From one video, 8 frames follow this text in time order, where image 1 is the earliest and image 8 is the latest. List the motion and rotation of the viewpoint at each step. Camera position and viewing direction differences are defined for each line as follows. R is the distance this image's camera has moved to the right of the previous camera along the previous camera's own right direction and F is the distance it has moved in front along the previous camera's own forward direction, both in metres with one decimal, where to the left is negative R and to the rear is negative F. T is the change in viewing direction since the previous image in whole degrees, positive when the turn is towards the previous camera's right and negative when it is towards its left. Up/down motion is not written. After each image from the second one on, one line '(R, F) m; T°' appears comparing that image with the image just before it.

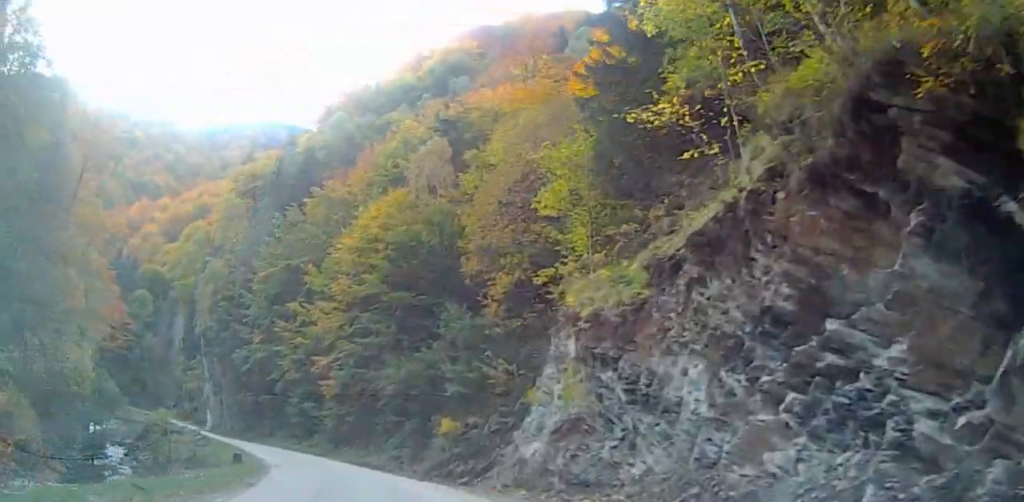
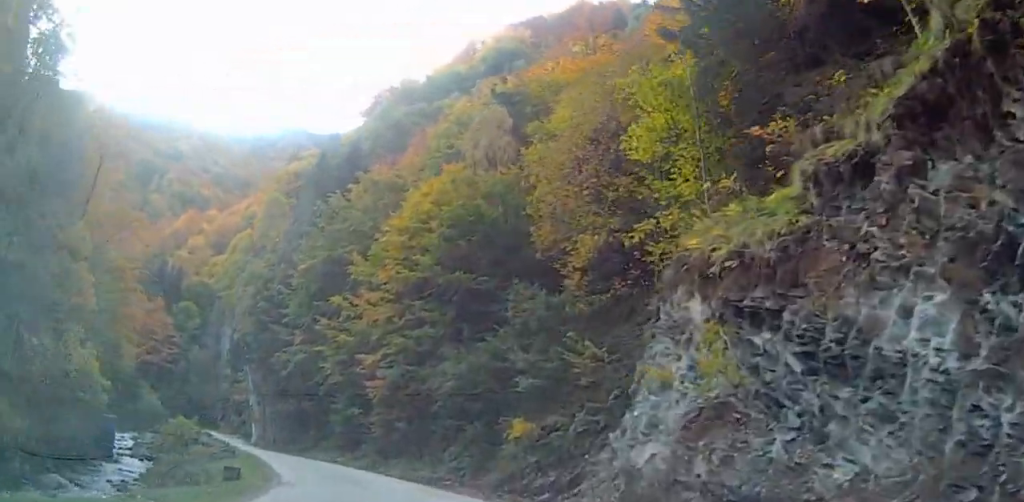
(-0.3, +6.9) m; -7°
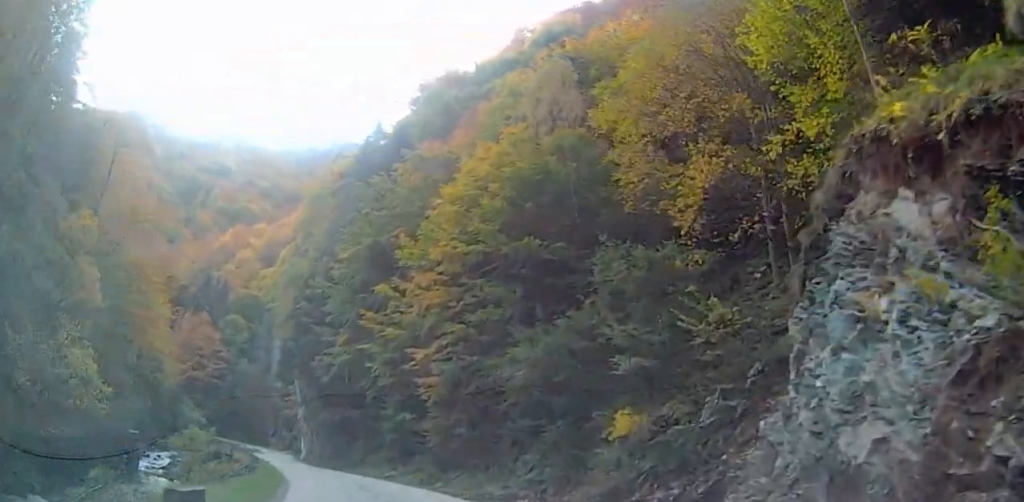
(-0.3, +7.1) m; -8°
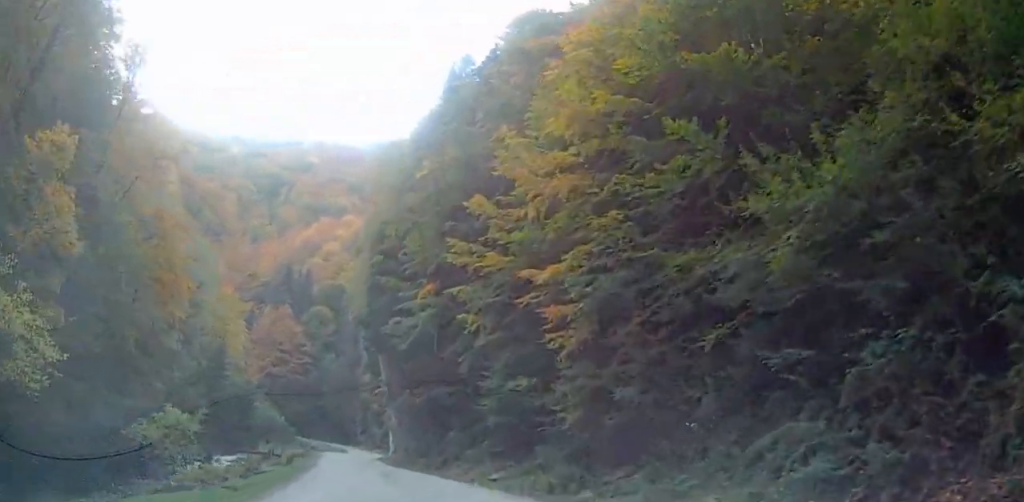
(-2.0, +14.2) m; -11°
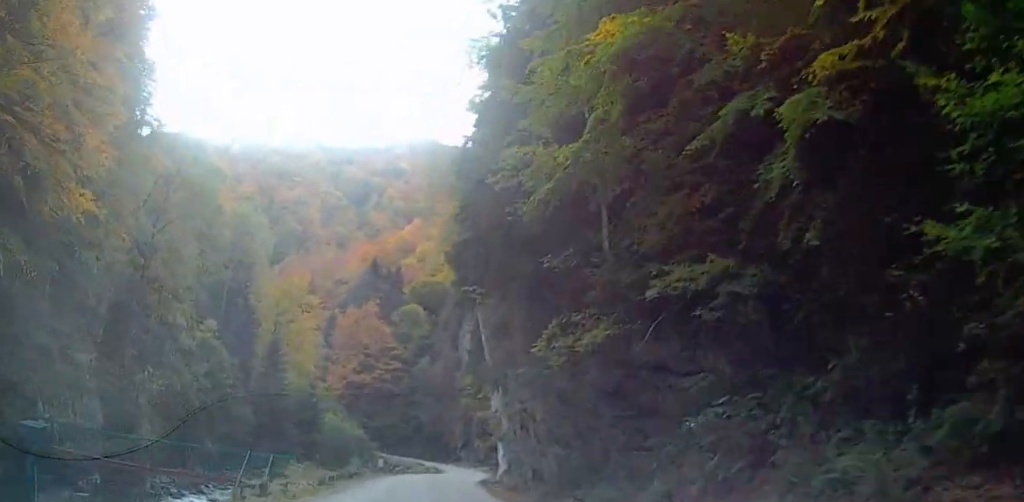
(-0.6, +25.2) m; -4°
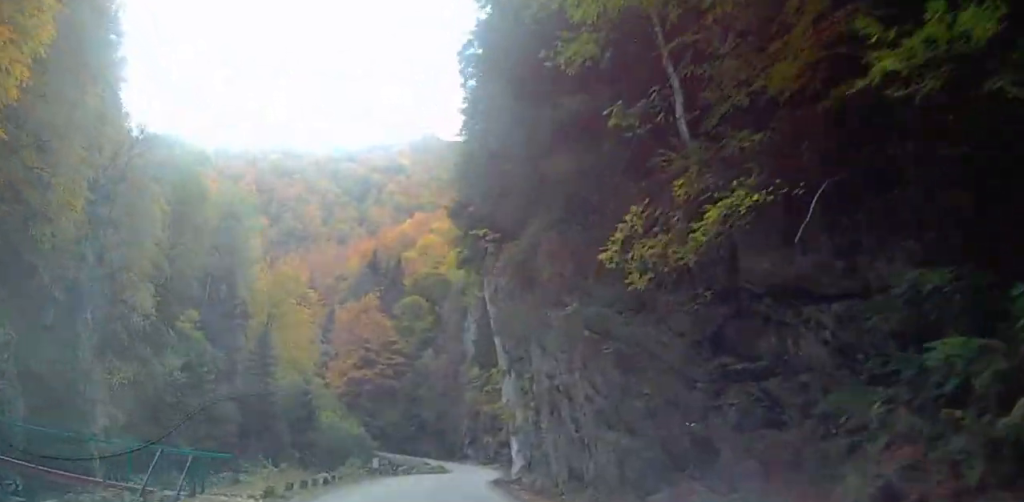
(0.0, +7.3) m; -2°
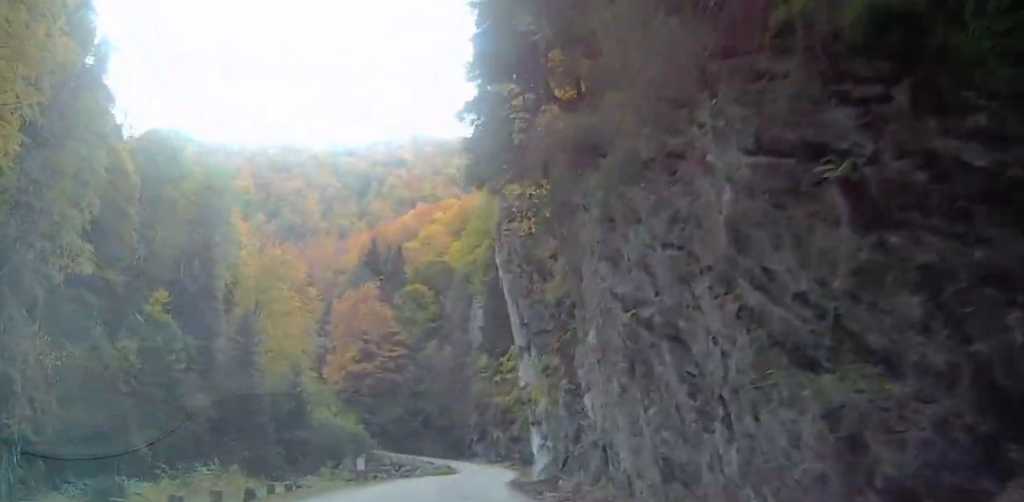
(-0.5, +9.4) m; -2°
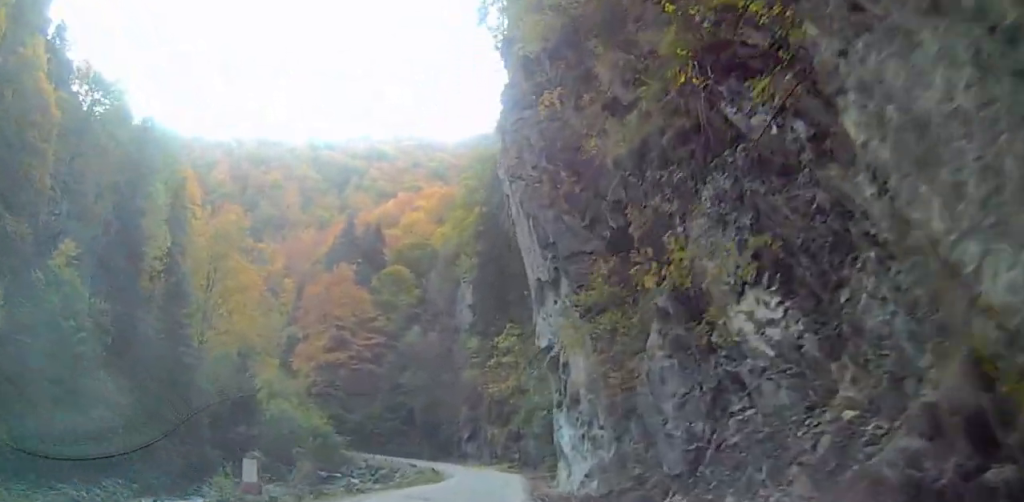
(-0.2, +15.8) m; -1°
